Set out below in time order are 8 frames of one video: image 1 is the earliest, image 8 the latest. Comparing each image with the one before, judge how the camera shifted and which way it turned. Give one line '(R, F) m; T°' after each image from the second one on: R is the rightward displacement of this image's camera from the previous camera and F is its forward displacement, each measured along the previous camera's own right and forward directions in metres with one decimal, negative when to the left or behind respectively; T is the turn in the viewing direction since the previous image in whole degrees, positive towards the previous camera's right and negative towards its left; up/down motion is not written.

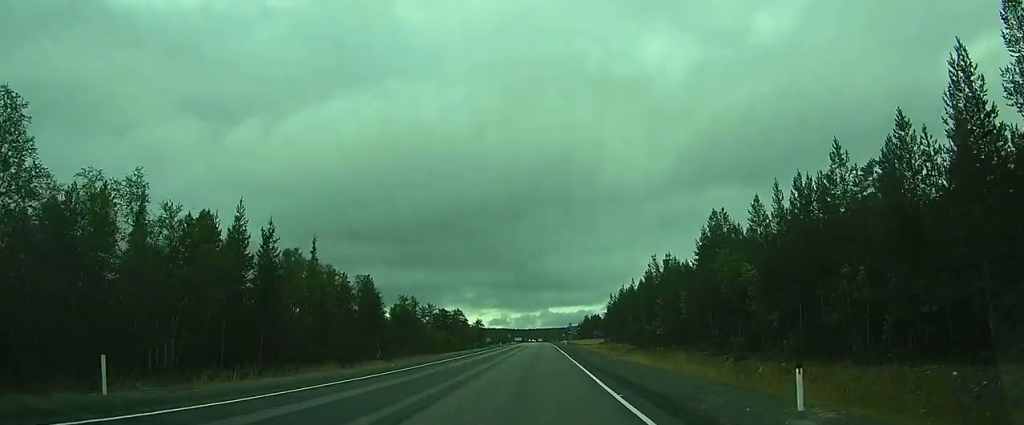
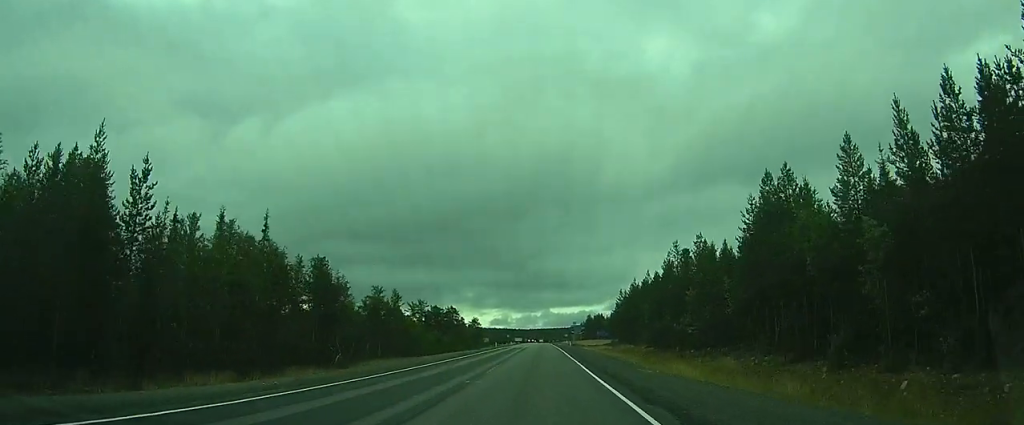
(0.0, +13.4) m; 0°
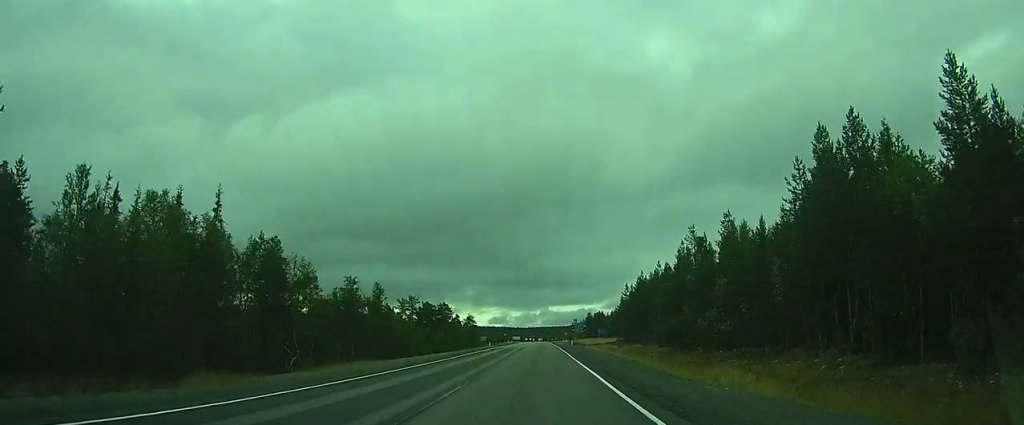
(0.0, +9.2) m; 0°
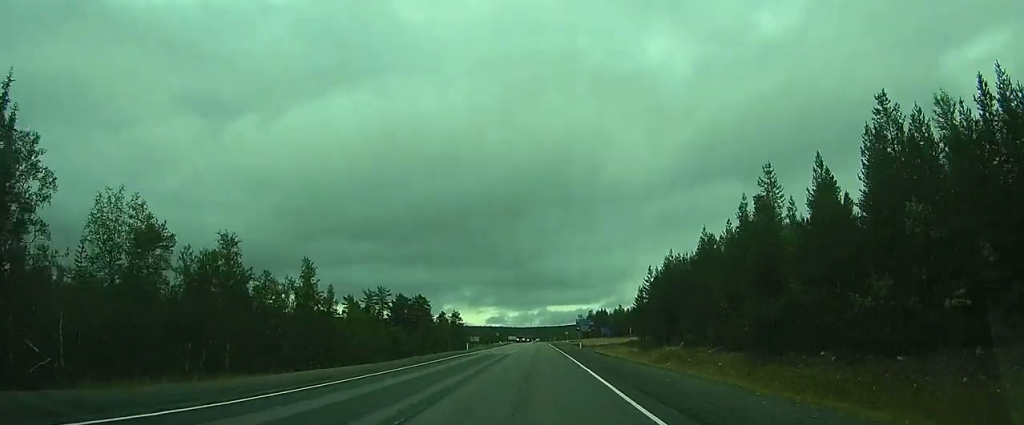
(+0.1, +24.2) m; +1°
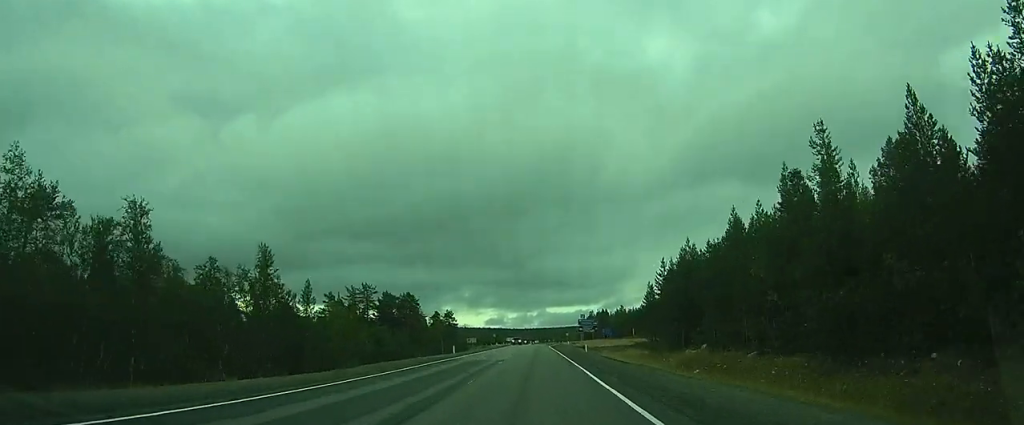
(+0.1, +9.3) m; 0°
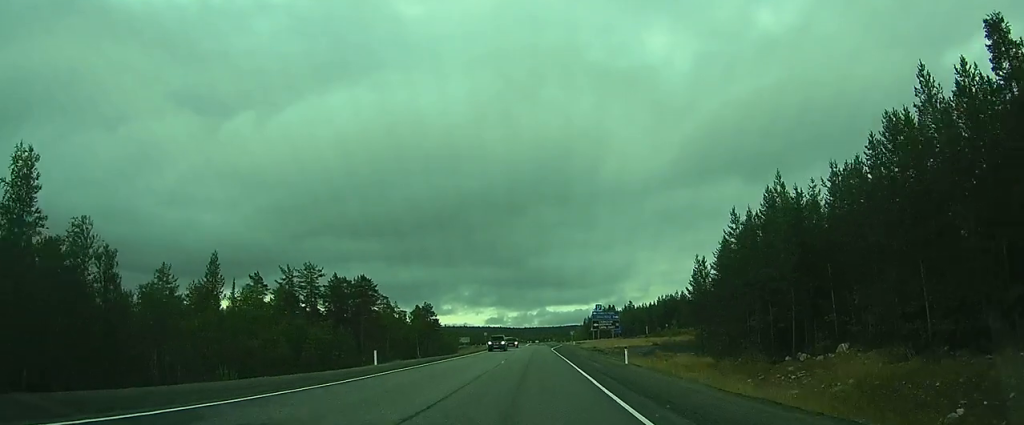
(+0.1, +26.2) m; 0°
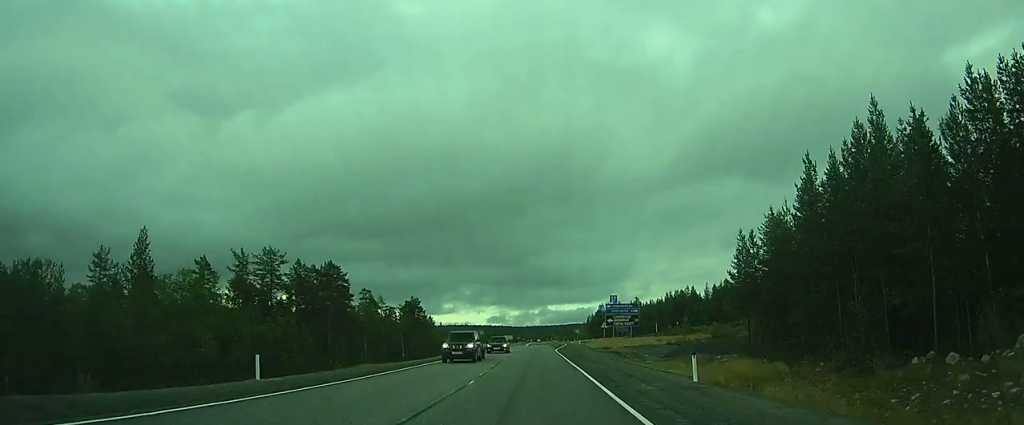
(0.0, +12.5) m; 0°
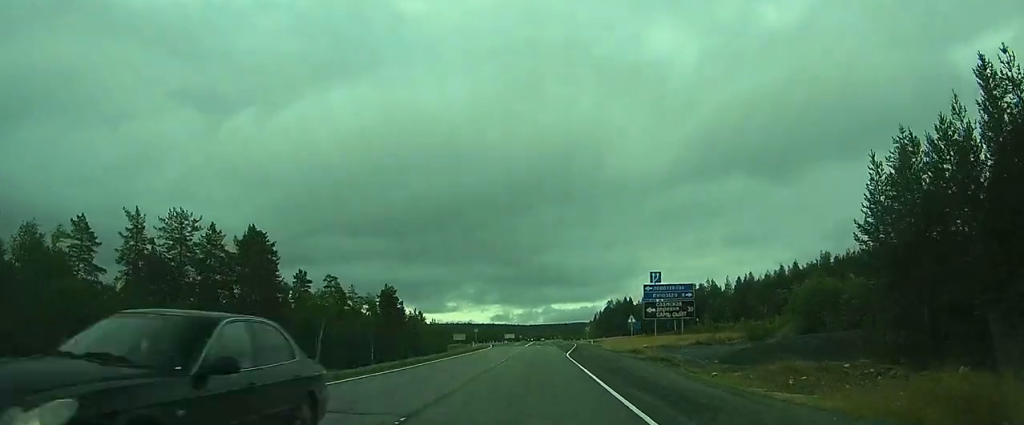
(-0.1, +18.1) m; 0°
